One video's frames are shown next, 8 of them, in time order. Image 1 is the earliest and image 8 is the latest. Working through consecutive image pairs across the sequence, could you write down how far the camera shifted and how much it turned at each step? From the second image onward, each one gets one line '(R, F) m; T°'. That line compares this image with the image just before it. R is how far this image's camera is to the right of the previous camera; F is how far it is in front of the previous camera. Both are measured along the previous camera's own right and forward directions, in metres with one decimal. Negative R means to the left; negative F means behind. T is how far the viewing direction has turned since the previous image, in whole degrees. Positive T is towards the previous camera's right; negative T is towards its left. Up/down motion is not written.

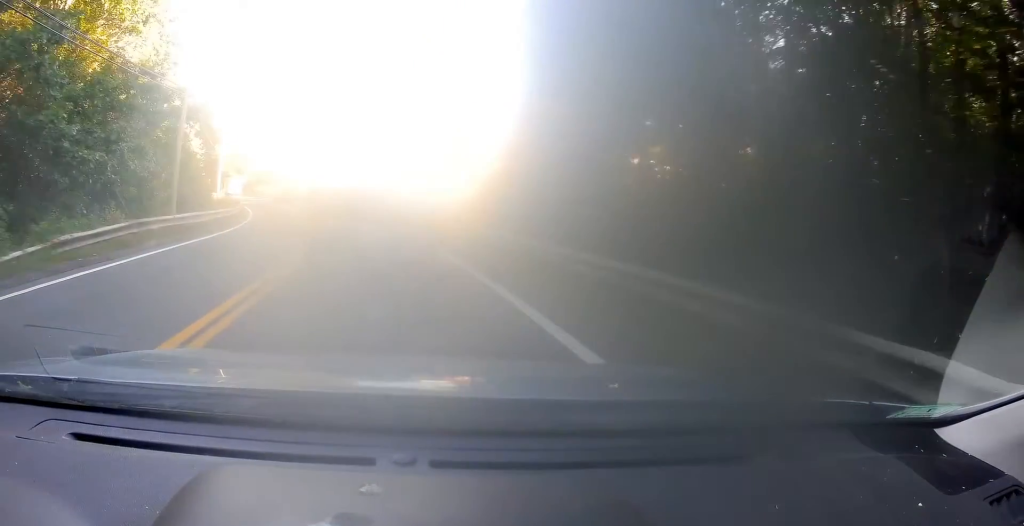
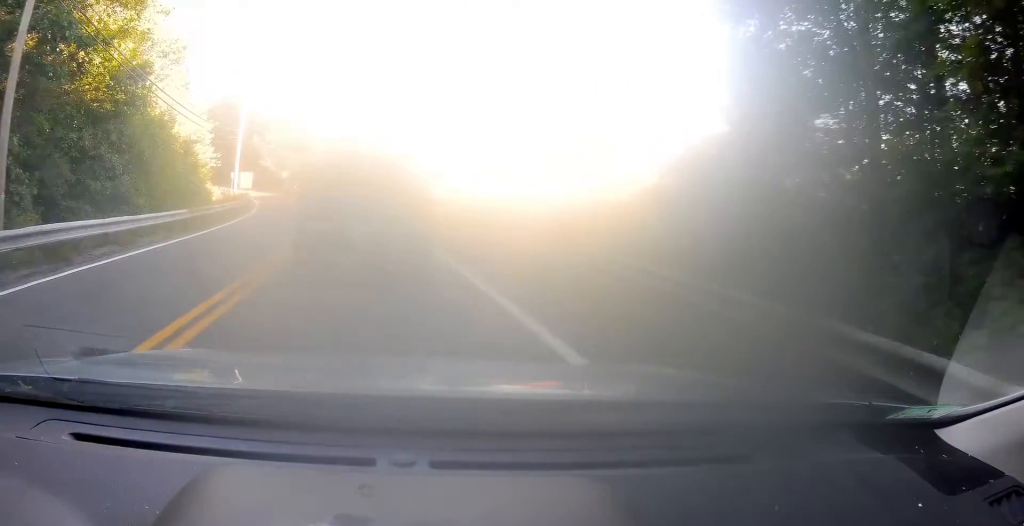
(-0.8, +16.7) m; -4°
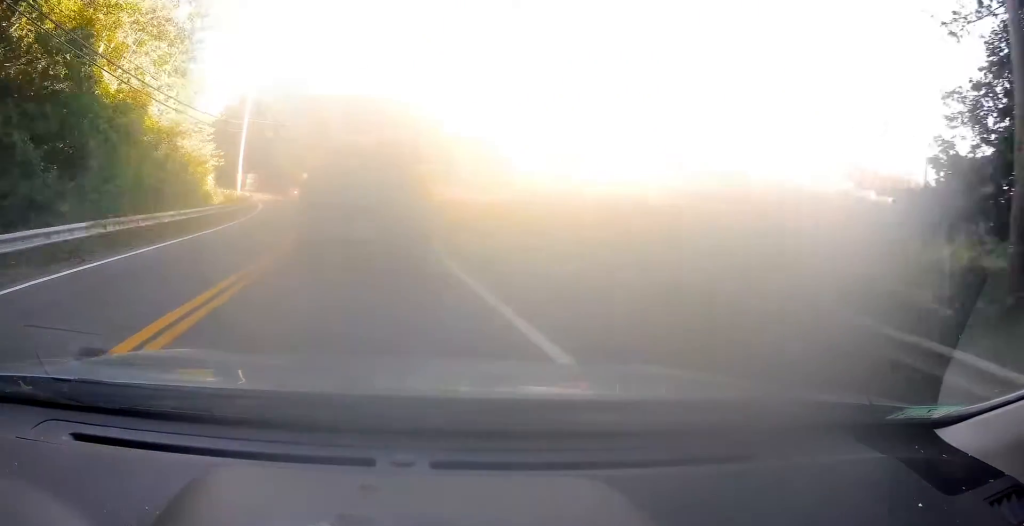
(-0.2, +9.0) m; -4°
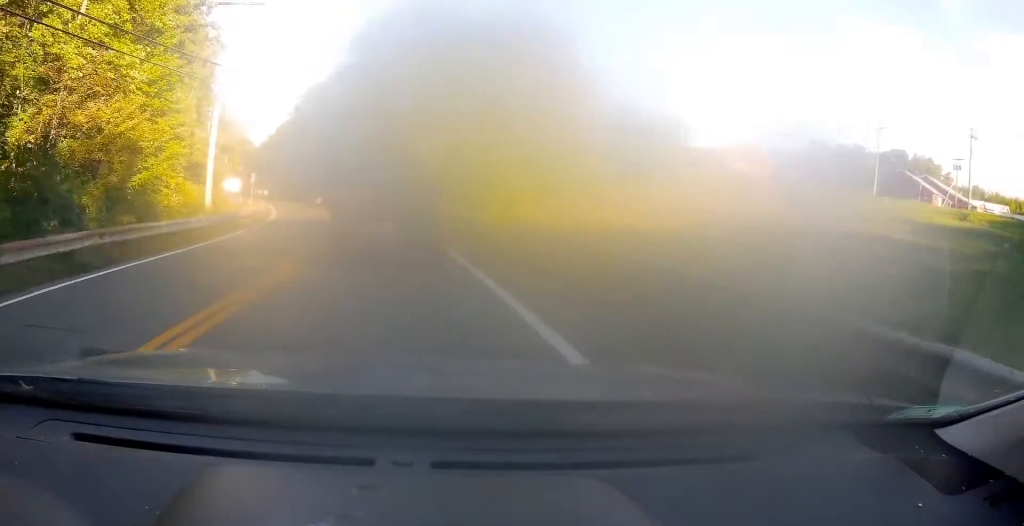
(-2.7, +24.8) m; -14°
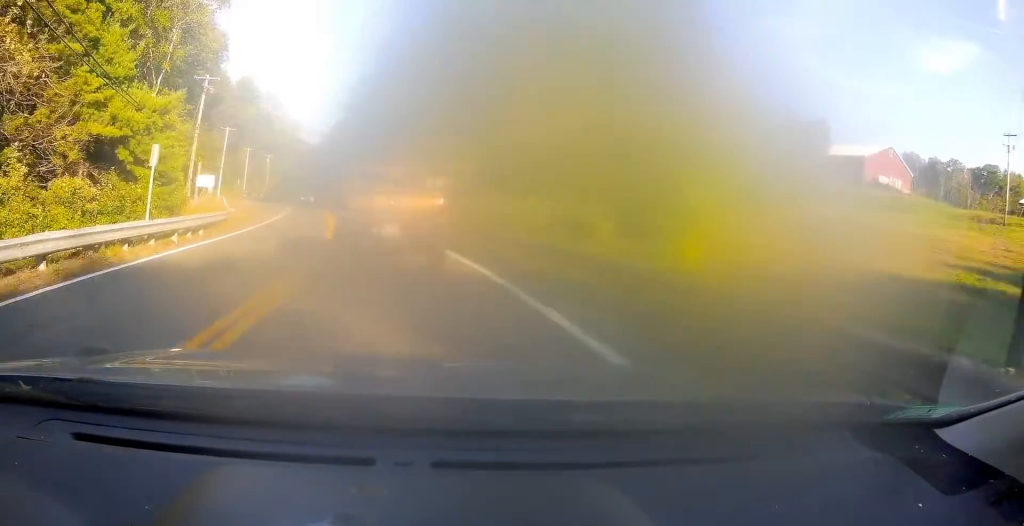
(-2.0, +22.3) m; -8°
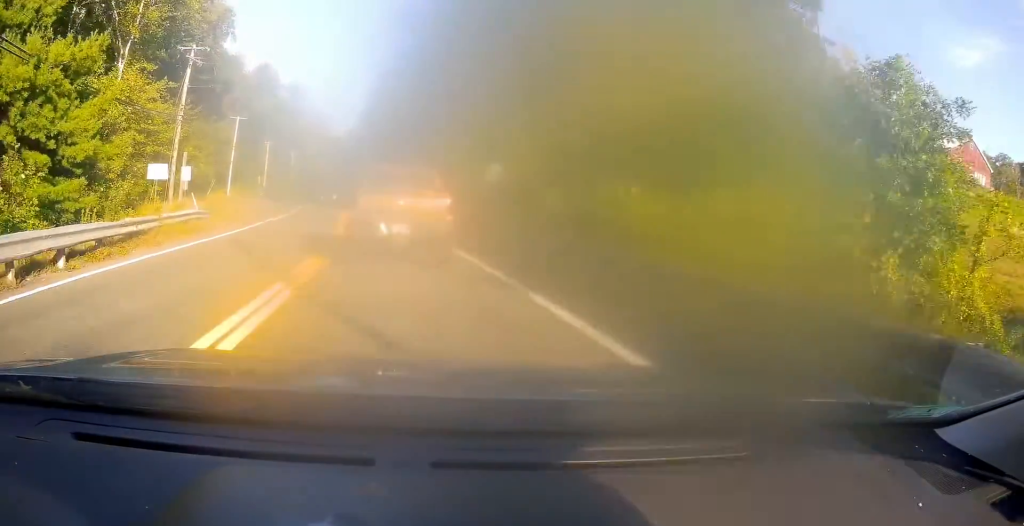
(-0.2, +10.0) m; -2°
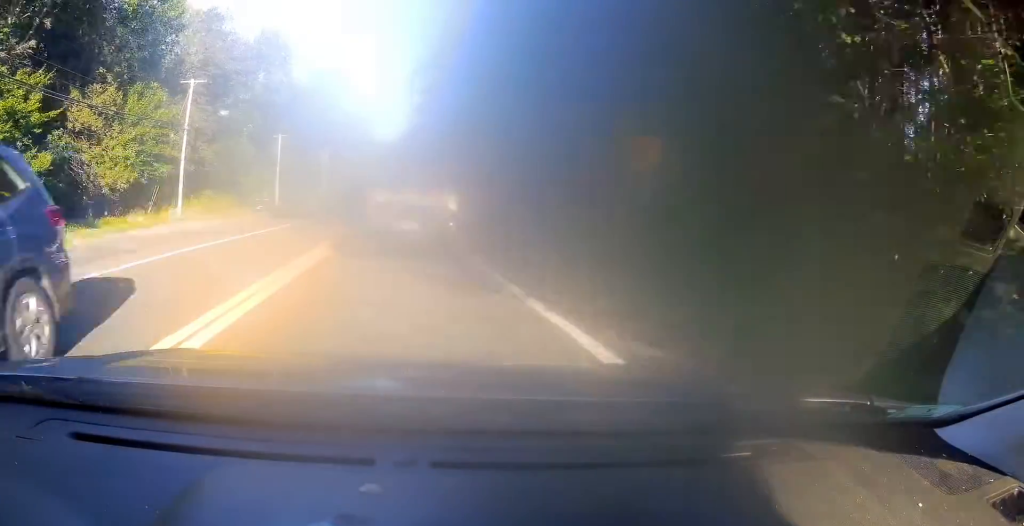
(-2.2, +33.2) m; -6°
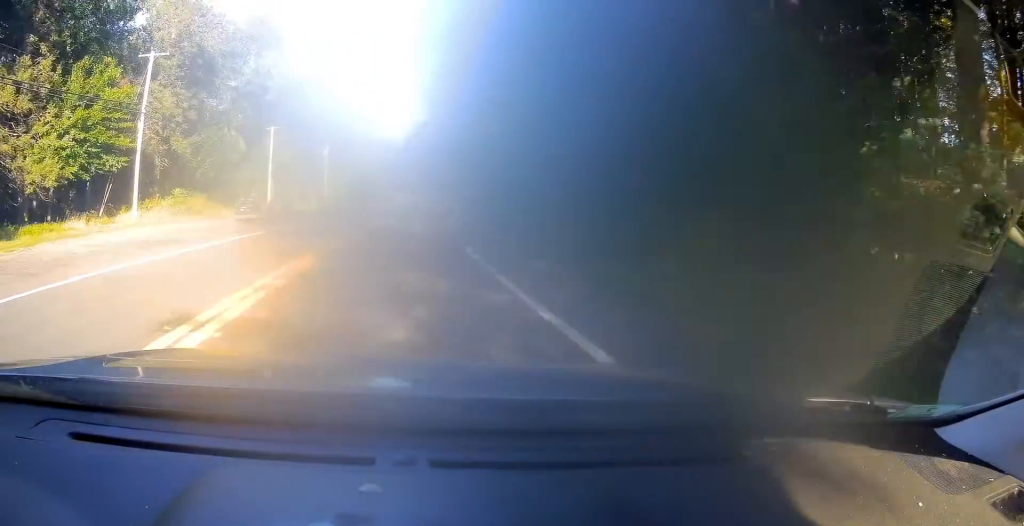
(-0.1, +10.1) m; -1°
